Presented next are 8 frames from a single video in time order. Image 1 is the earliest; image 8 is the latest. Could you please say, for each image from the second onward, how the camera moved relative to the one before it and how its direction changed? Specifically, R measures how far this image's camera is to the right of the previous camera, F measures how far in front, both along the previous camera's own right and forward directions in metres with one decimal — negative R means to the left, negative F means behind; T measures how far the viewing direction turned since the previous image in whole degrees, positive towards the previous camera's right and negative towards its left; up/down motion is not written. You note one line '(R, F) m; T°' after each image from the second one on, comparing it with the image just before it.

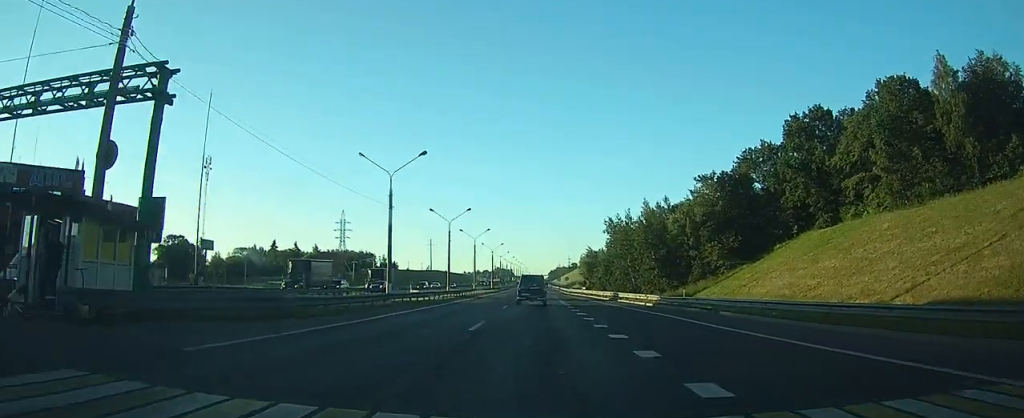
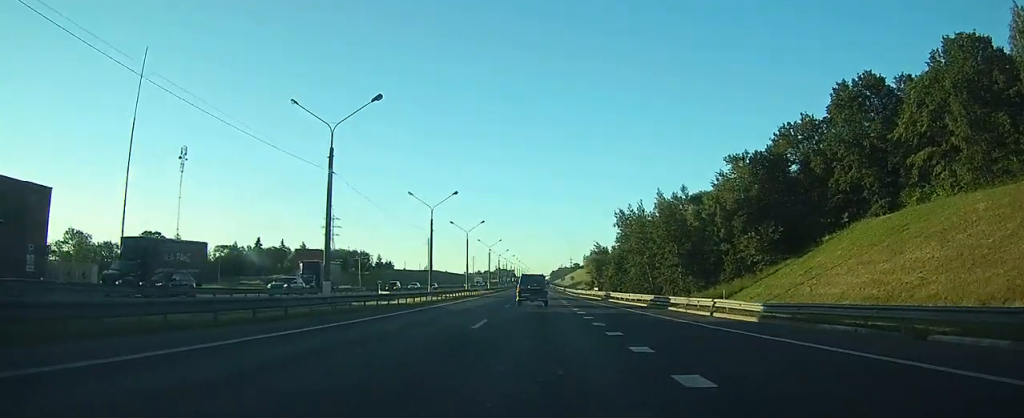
(-0.1, +14.8) m; 0°
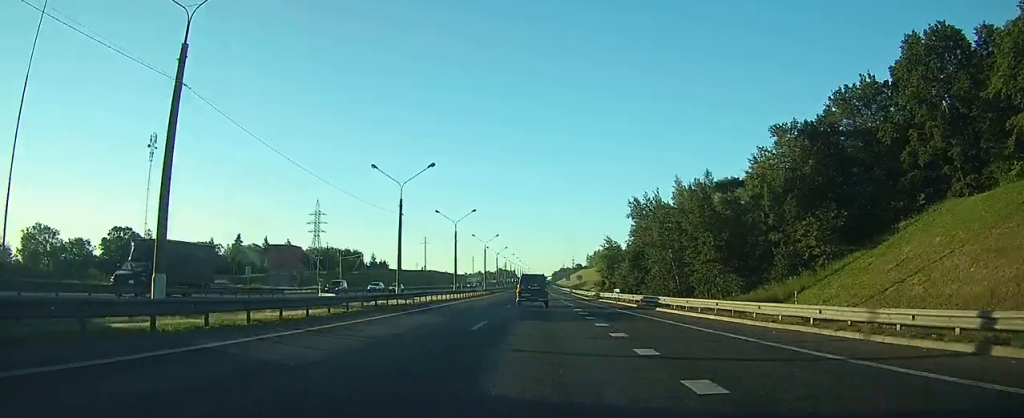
(0.0, +16.0) m; 0°
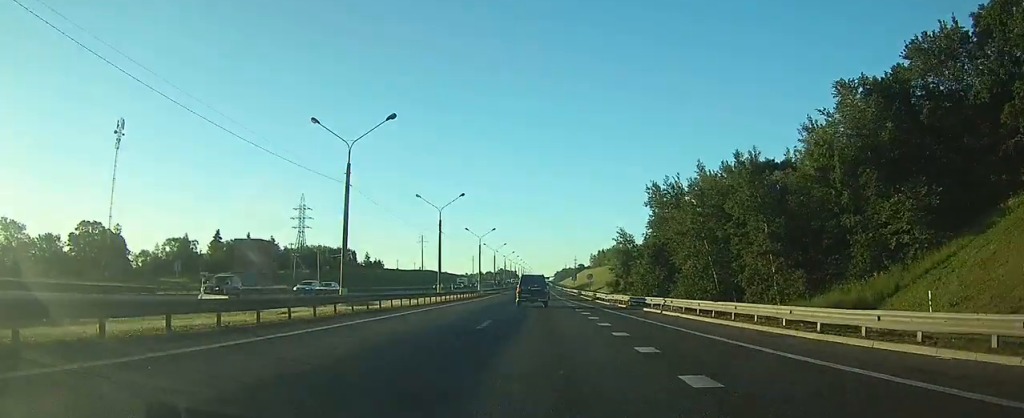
(-0.1, +15.2) m; 0°
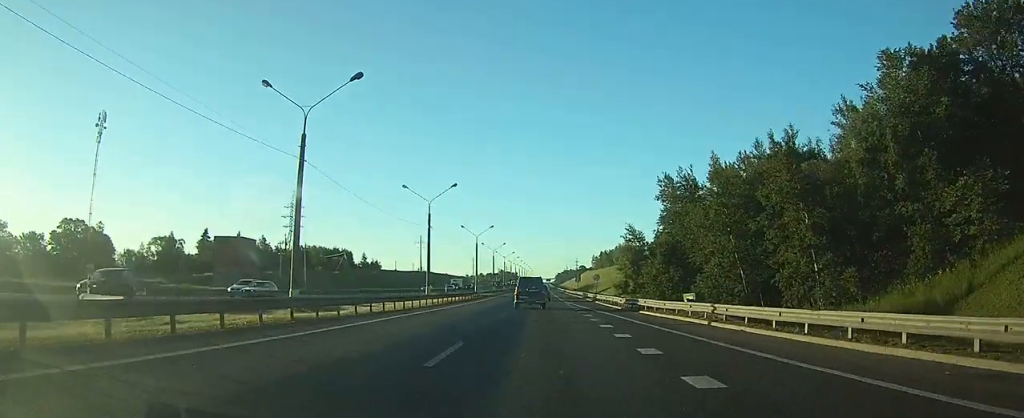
(0.0, +7.7) m; 0°
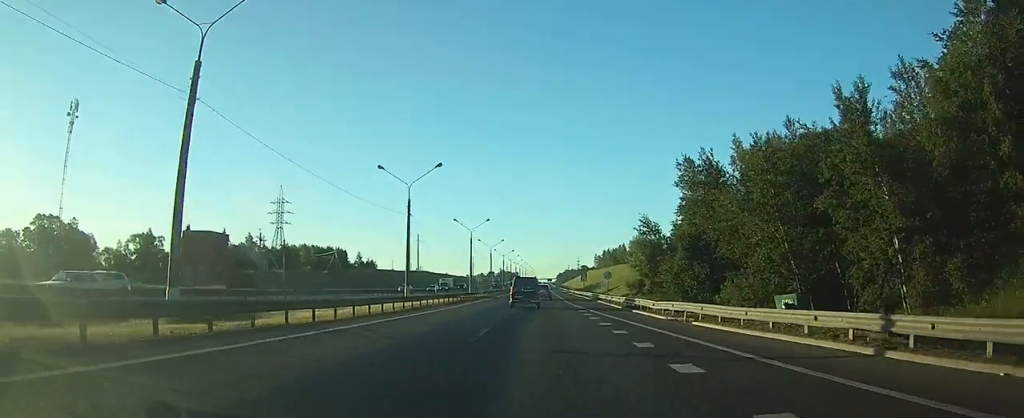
(+0.1, +10.4) m; 0°
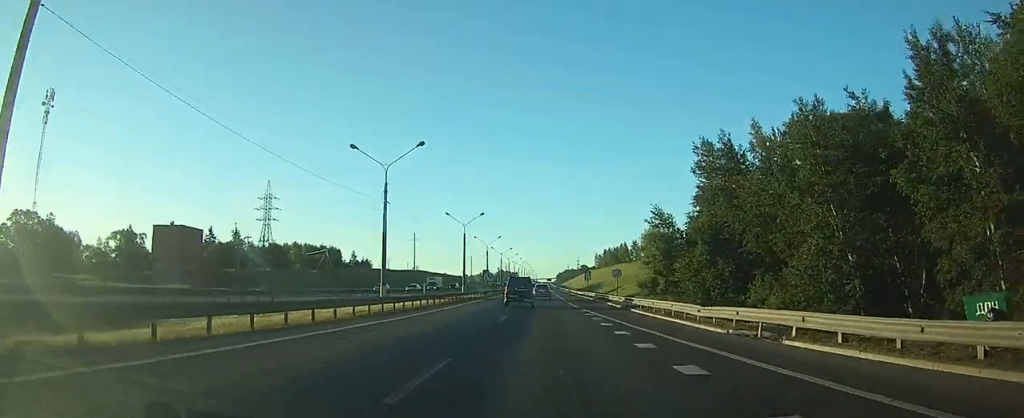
(0.0, +7.9) m; 0°
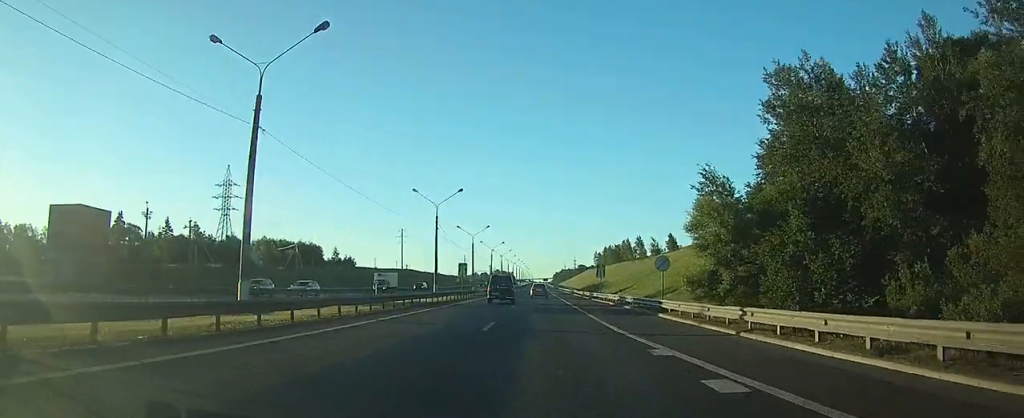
(0.0, +20.9) m; 0°
